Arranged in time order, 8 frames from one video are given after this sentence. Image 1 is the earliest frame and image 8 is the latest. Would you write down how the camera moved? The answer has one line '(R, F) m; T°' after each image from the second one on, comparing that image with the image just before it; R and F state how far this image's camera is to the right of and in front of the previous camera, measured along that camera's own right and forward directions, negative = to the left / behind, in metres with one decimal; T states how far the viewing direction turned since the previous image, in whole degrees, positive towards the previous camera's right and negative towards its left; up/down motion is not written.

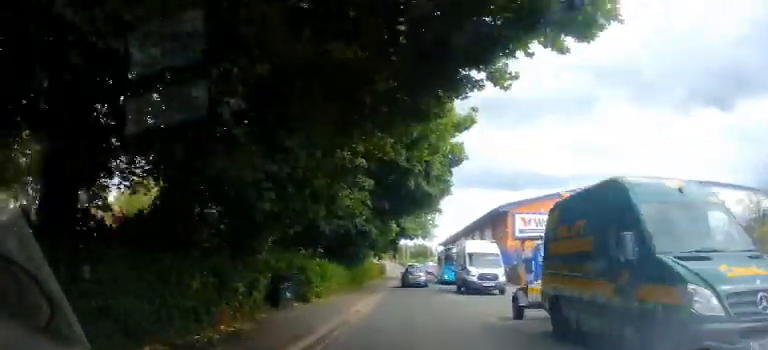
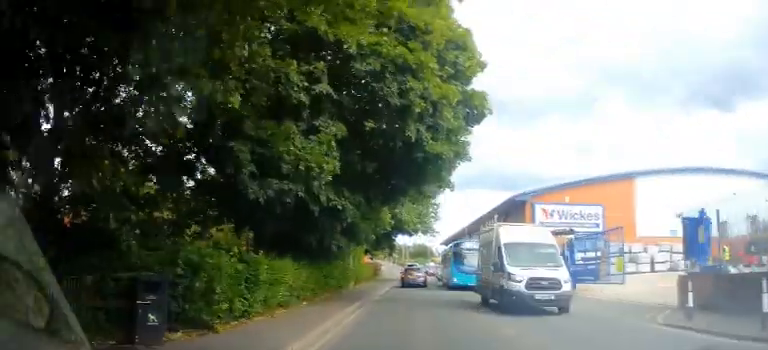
(0.0, +7.8) m; -2°
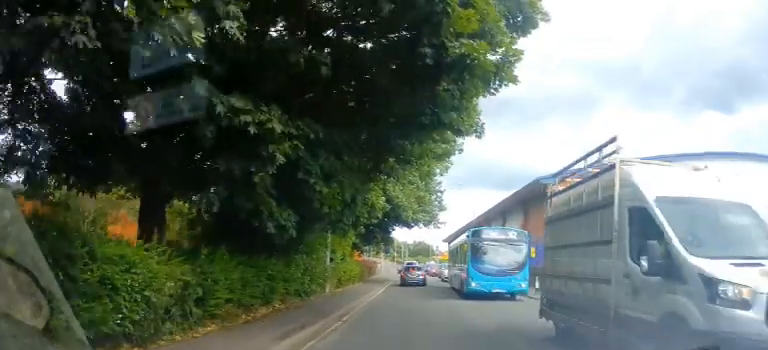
(-0.2, +7.0) m; 0°
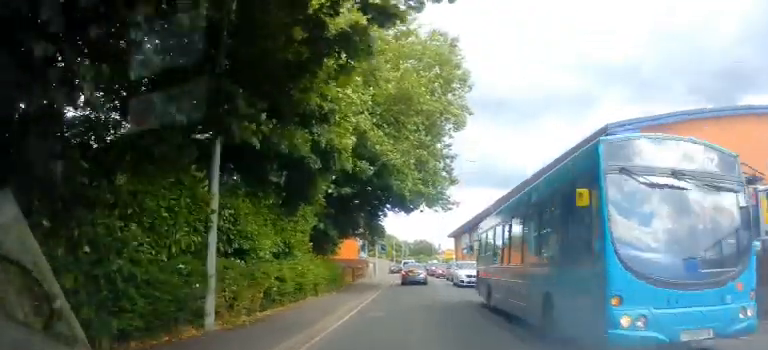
(0.0, +11.3) m; +1°
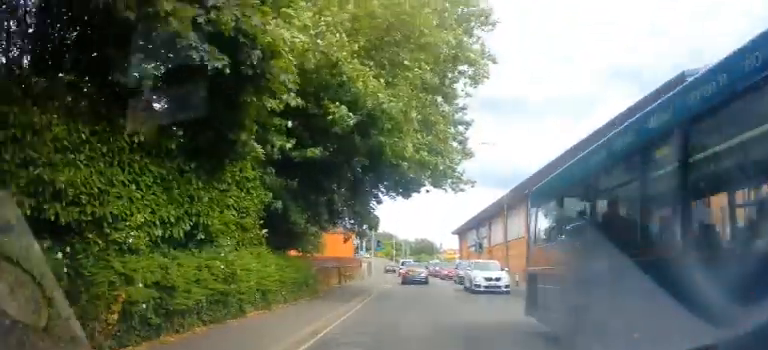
(+0.2, +6.2) m; +1°
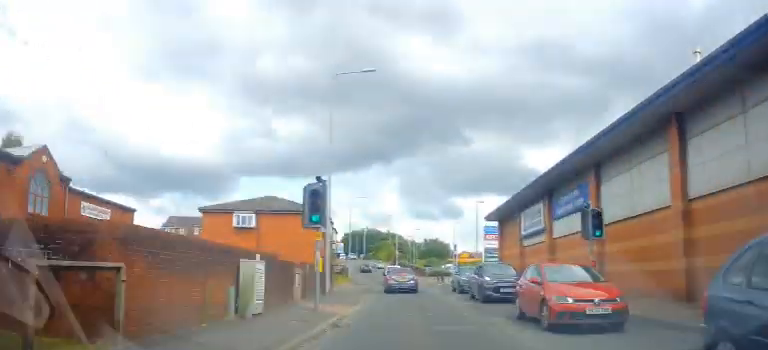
(0.0, +28.2) m; -2°
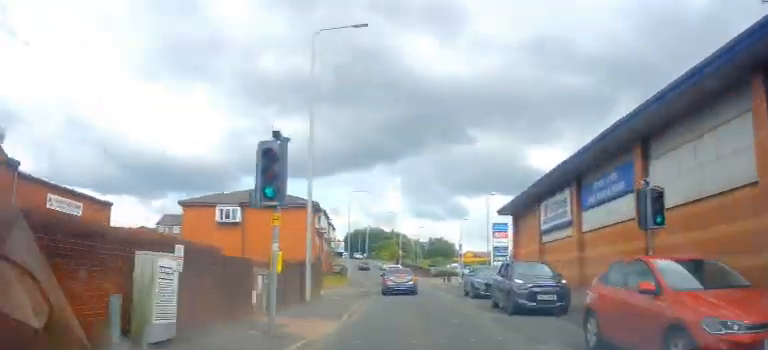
(+0.1, +4.4) m; -1°
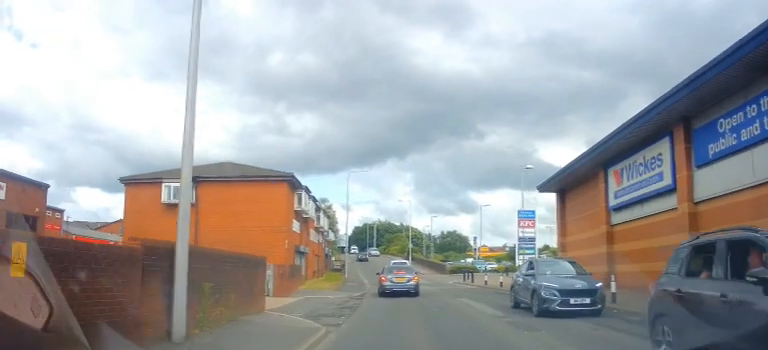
(-0.6, +9.9) m; 0°
